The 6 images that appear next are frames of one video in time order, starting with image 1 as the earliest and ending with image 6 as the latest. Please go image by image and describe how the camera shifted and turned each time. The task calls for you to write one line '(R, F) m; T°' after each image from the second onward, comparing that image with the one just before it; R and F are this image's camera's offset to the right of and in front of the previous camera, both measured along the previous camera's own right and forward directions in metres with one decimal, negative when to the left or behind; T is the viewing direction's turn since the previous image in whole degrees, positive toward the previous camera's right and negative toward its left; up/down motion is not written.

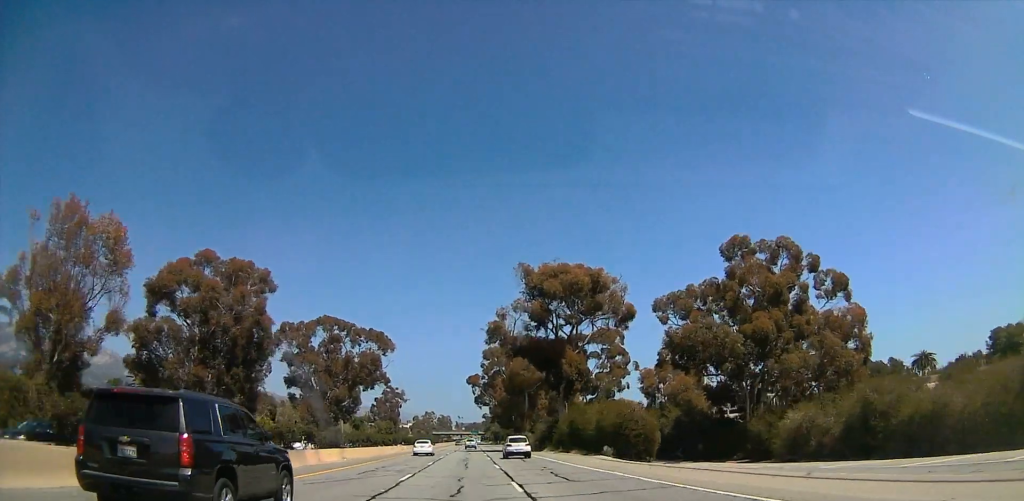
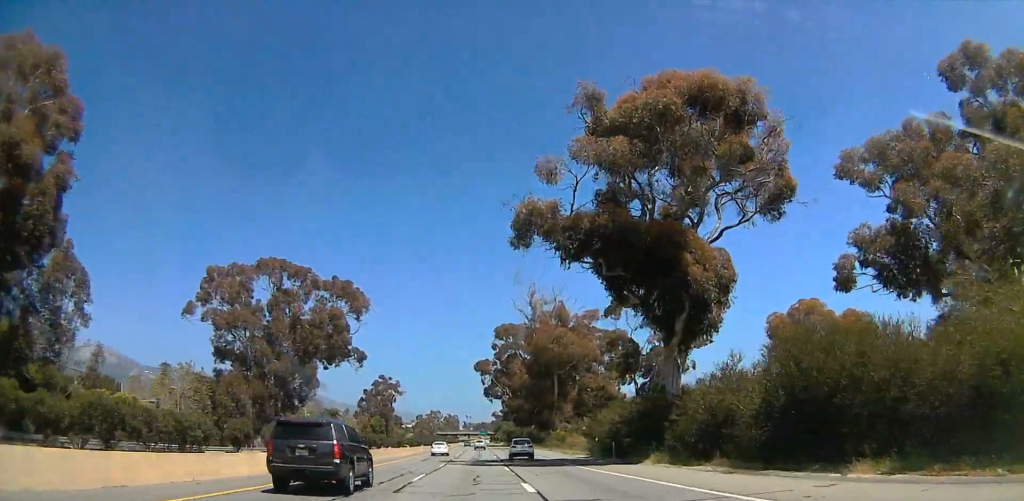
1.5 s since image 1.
(-1.0, +54.2) m; -2°
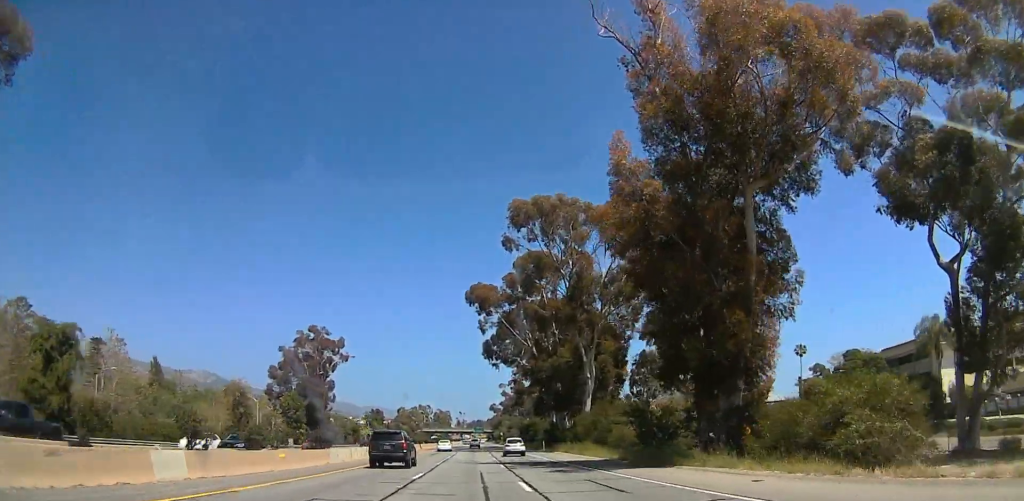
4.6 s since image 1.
(-0.1, +97.8) m; +1°
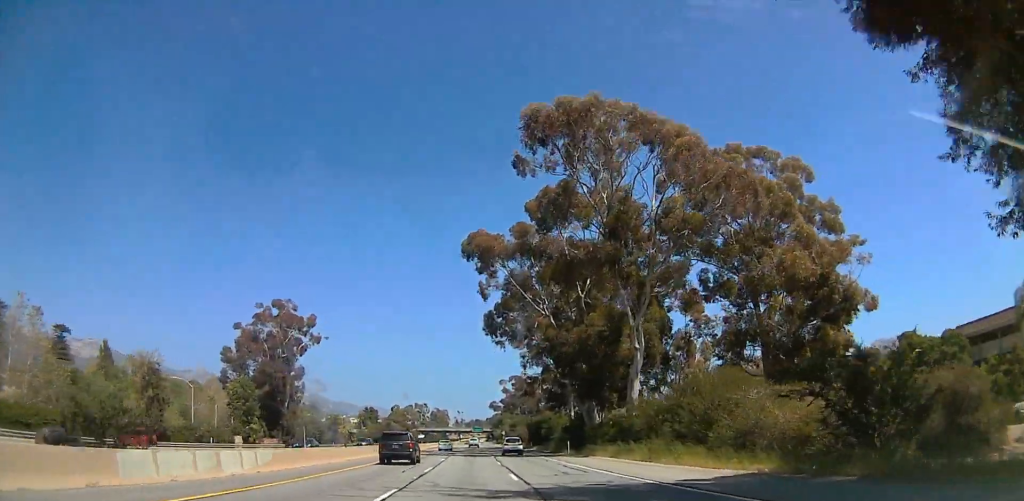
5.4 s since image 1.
(+0.2, +24.6) m; 0°
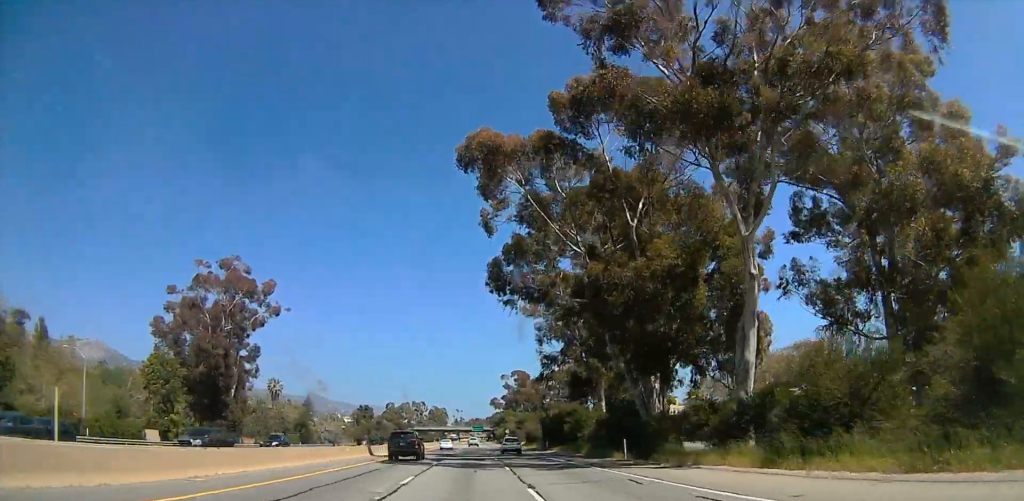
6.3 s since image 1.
(0.0, +23.8) m; 0°
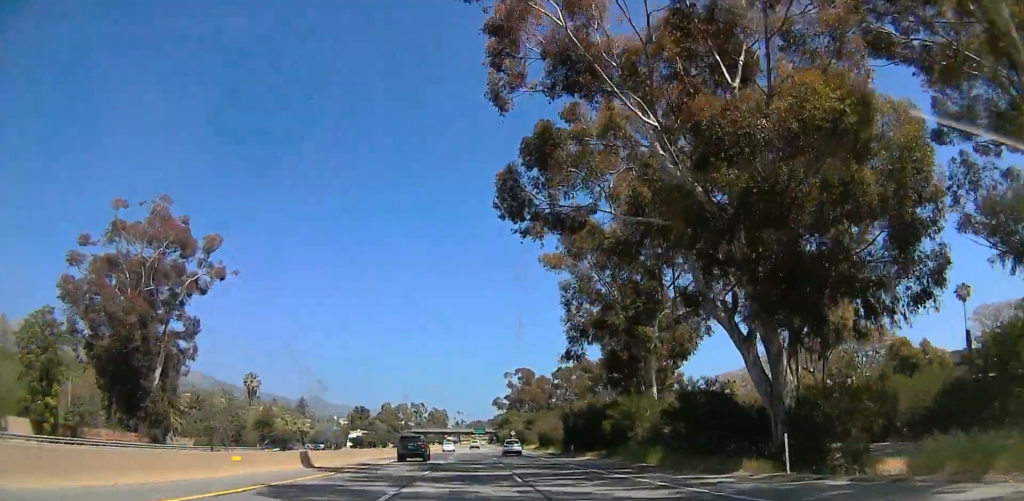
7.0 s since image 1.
(0.0, +20.4) m; 0°
